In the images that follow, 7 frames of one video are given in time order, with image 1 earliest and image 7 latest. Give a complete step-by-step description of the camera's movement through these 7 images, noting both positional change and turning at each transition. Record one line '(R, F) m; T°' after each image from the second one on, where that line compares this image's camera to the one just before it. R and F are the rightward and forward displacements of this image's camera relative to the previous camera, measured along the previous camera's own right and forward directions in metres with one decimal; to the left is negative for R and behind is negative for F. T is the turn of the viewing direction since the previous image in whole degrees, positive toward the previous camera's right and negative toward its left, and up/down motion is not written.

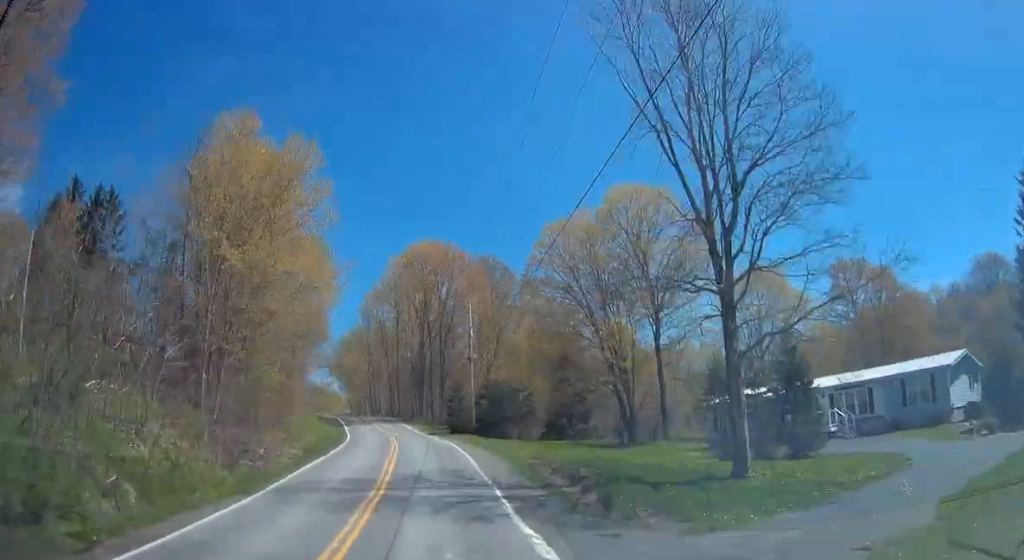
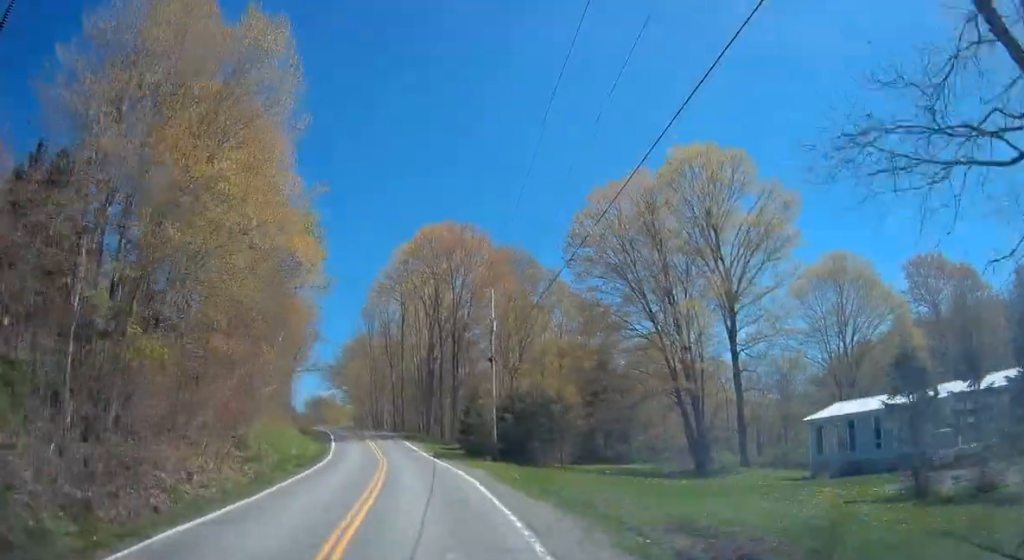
(-0.1, +12.0) m; -1°
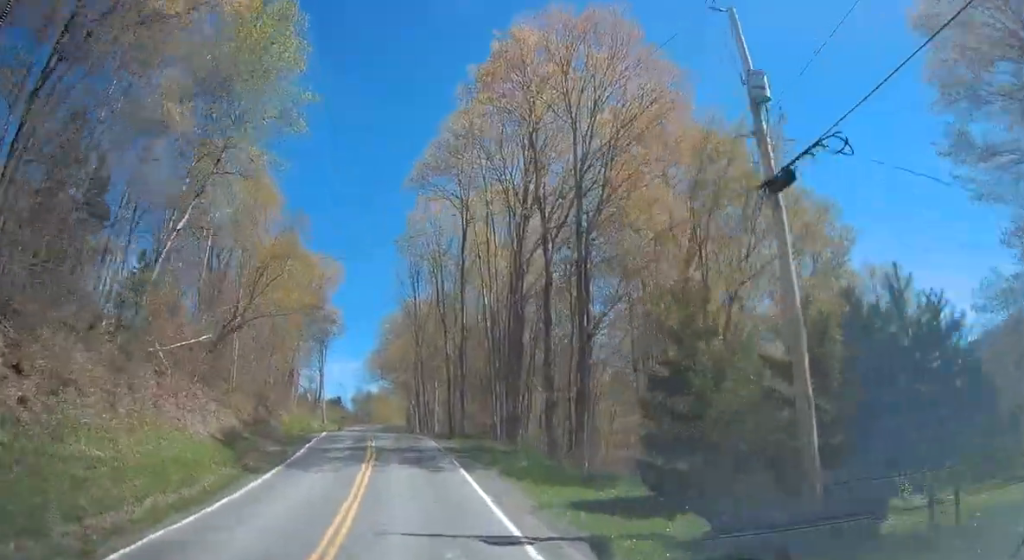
(-0.8, +31.6) m; -4°
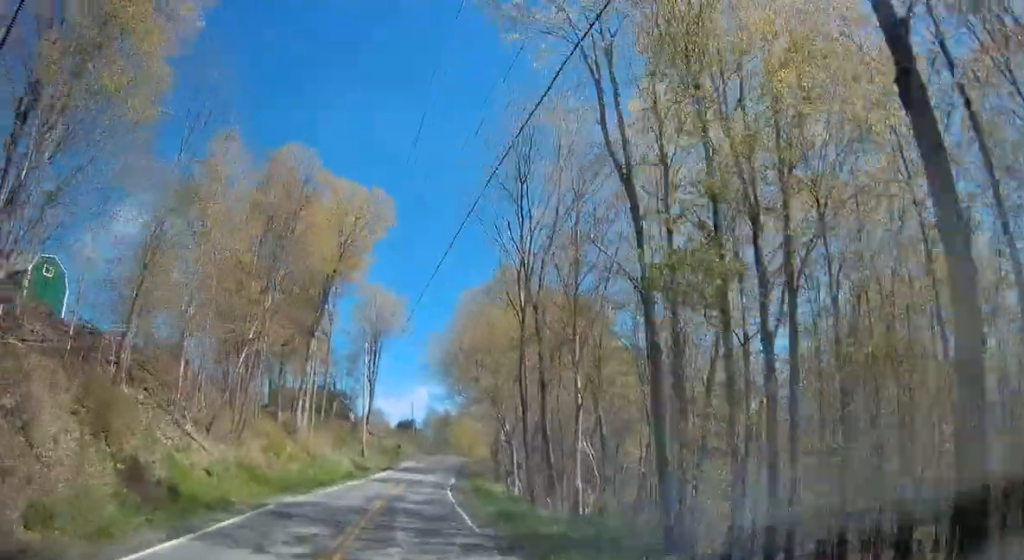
(-2.7, +33.5) m; -11°
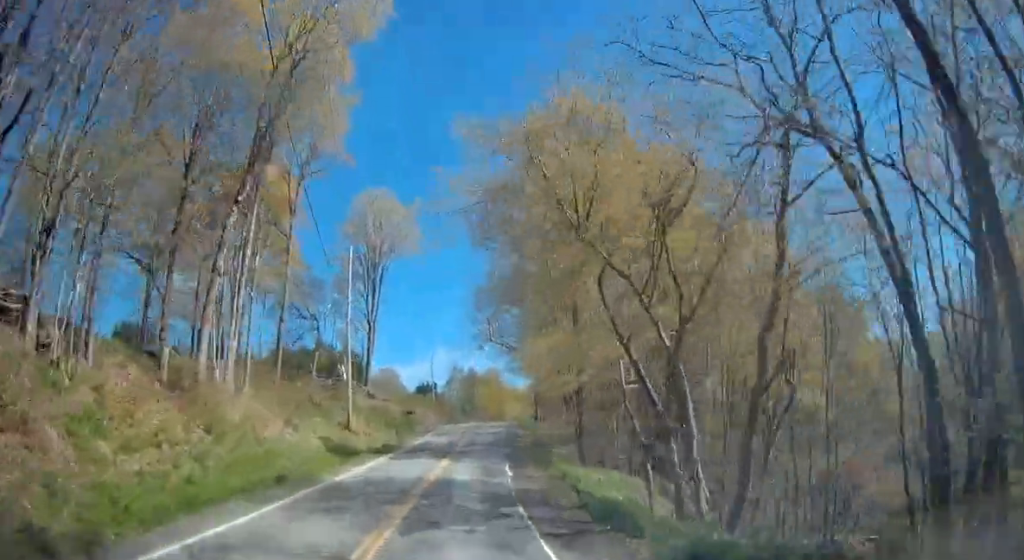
(-0.5, +25.2) m; +1°
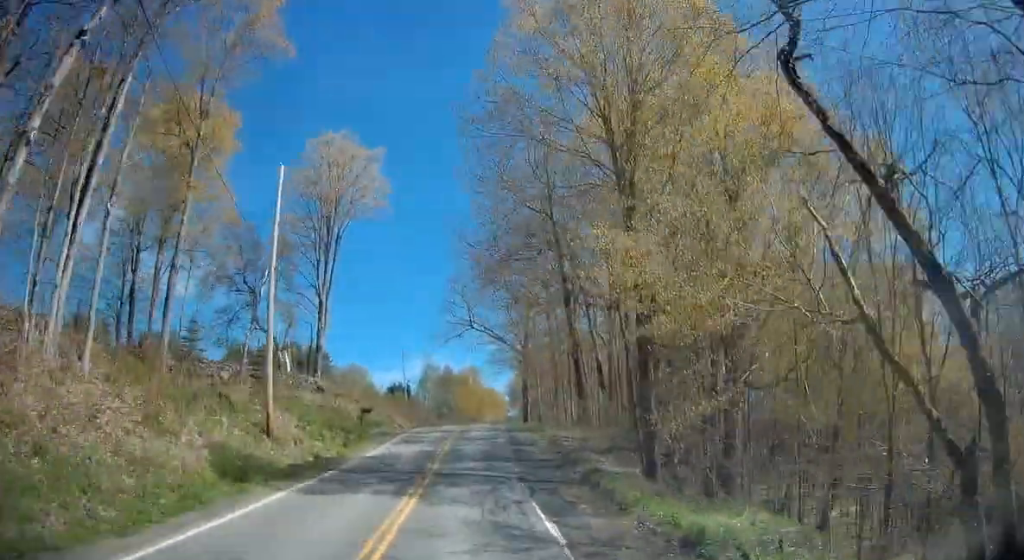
(+0.5, +13.7) m; +1°
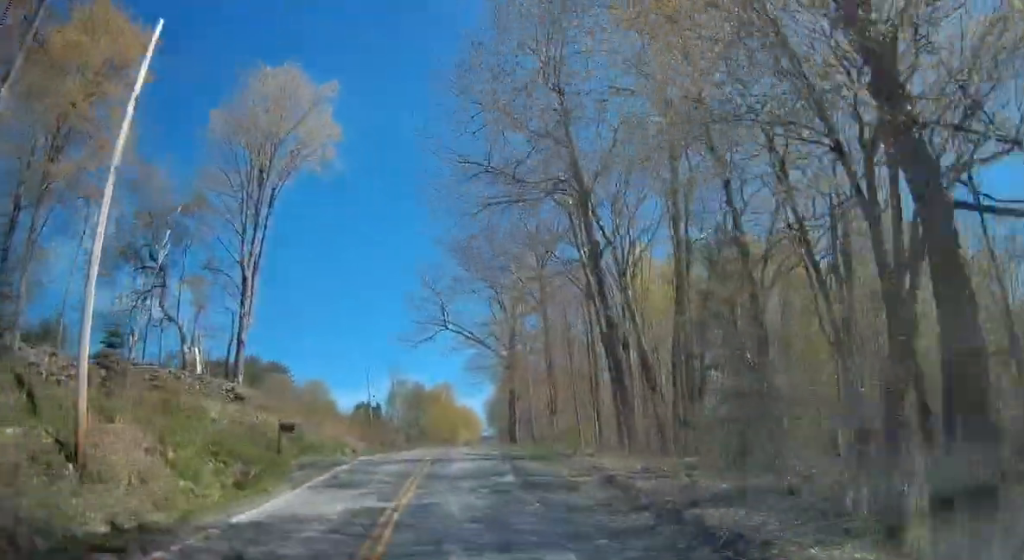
(-0.8, +13.1) m; +2°
